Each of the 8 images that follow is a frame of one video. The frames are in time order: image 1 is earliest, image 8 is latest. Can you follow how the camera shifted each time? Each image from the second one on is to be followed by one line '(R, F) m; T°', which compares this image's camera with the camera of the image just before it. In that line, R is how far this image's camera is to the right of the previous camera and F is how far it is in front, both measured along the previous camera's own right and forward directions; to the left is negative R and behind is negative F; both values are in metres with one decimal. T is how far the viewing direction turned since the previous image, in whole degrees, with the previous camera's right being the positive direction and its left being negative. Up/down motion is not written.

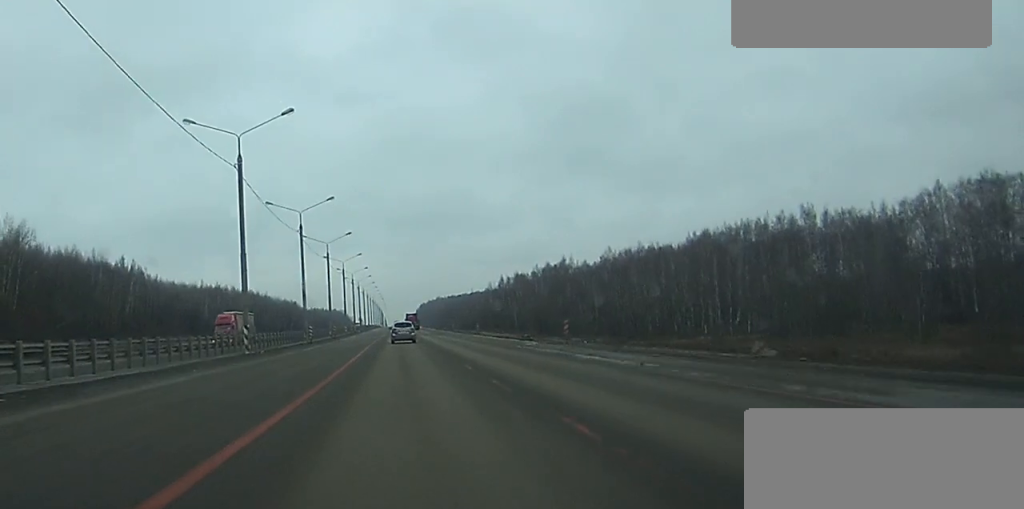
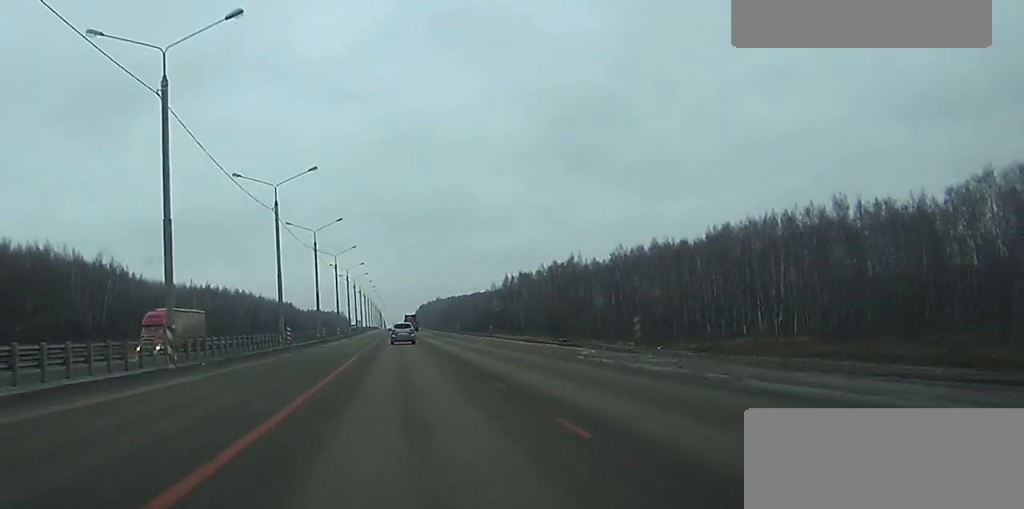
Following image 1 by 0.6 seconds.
(0.0, +14.6) m; 0°
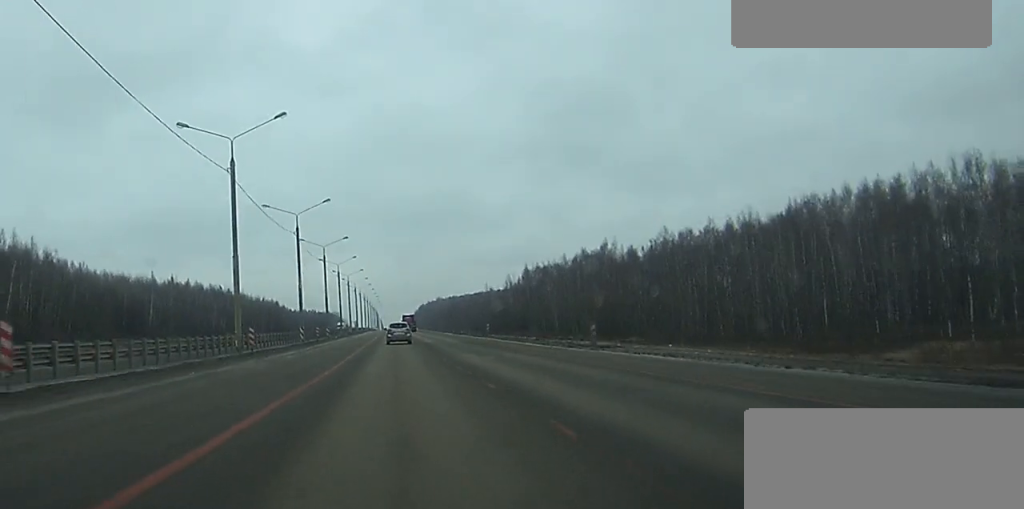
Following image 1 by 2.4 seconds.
(0.0, +51.6) m; 0°
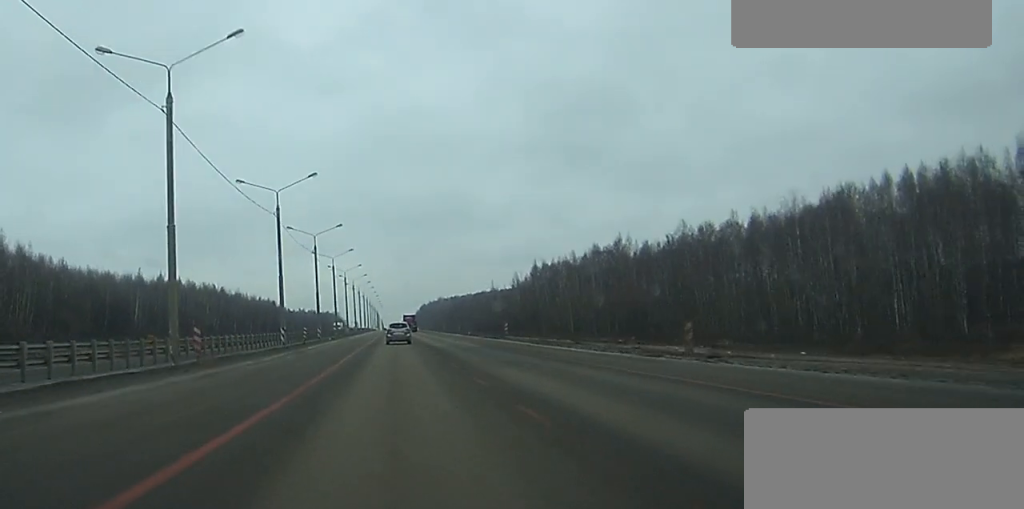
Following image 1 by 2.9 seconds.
(0.0, +16.0) m; 0°
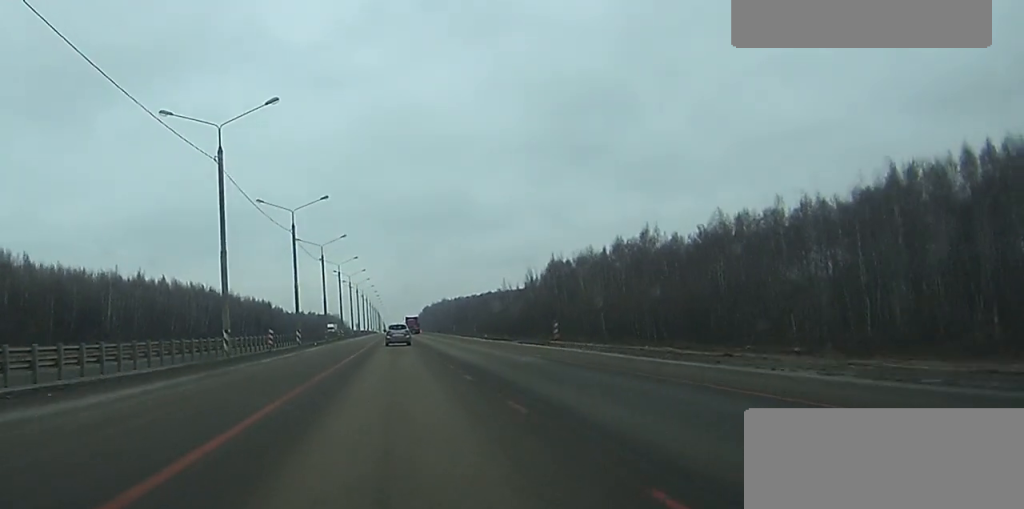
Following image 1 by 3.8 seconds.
(0.0, +25.1) m; 0°
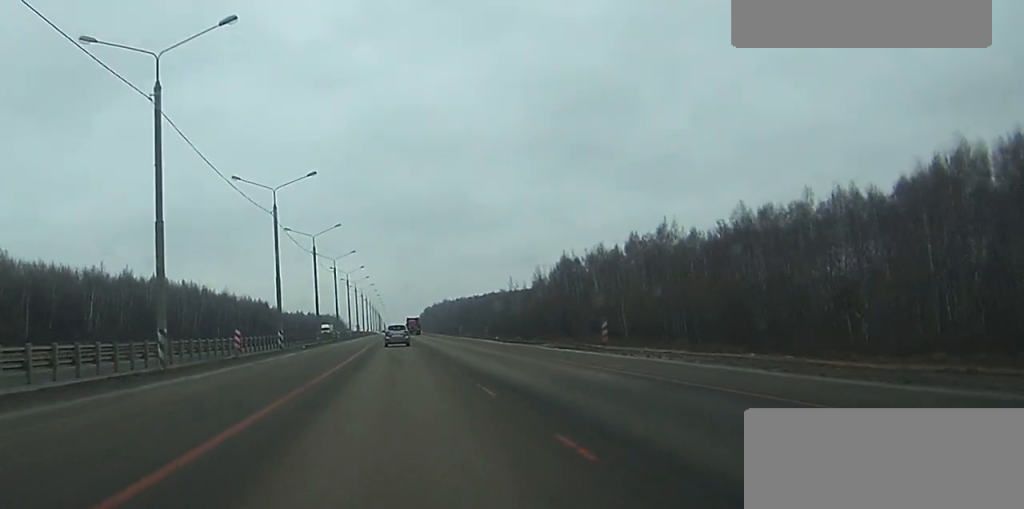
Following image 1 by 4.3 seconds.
(0.0, +13.2) m; 0°
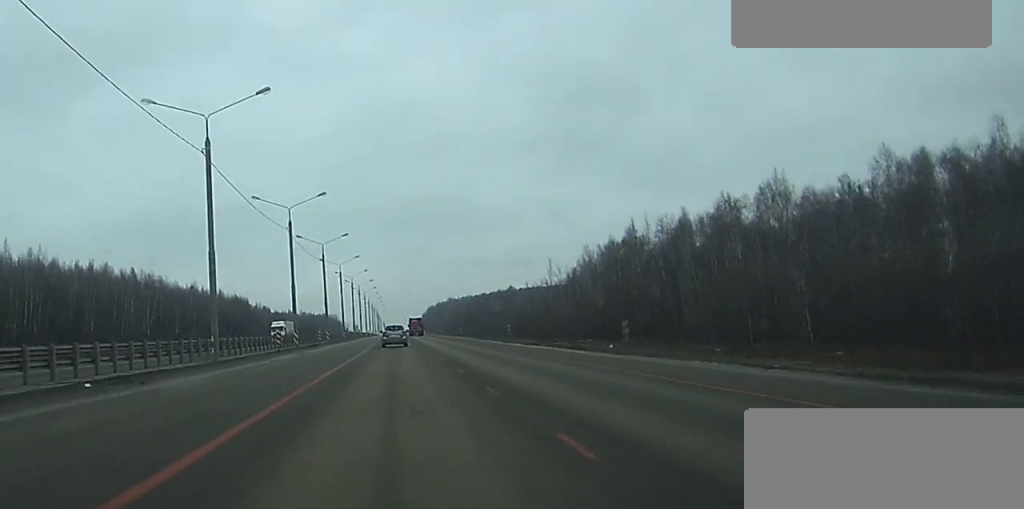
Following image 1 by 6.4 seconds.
(-0.1, +57.9) m; 0°
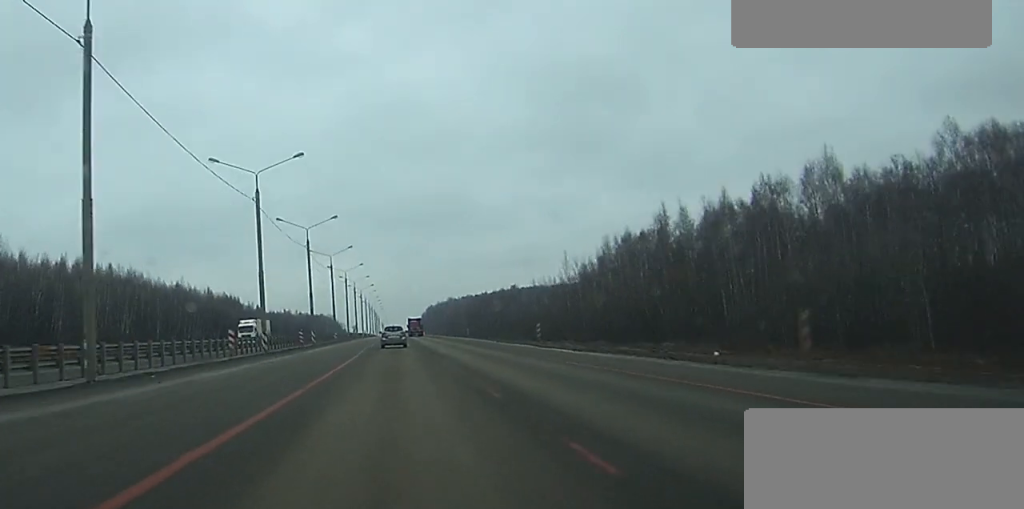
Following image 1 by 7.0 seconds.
(0.0, +17.1) m; 0°
